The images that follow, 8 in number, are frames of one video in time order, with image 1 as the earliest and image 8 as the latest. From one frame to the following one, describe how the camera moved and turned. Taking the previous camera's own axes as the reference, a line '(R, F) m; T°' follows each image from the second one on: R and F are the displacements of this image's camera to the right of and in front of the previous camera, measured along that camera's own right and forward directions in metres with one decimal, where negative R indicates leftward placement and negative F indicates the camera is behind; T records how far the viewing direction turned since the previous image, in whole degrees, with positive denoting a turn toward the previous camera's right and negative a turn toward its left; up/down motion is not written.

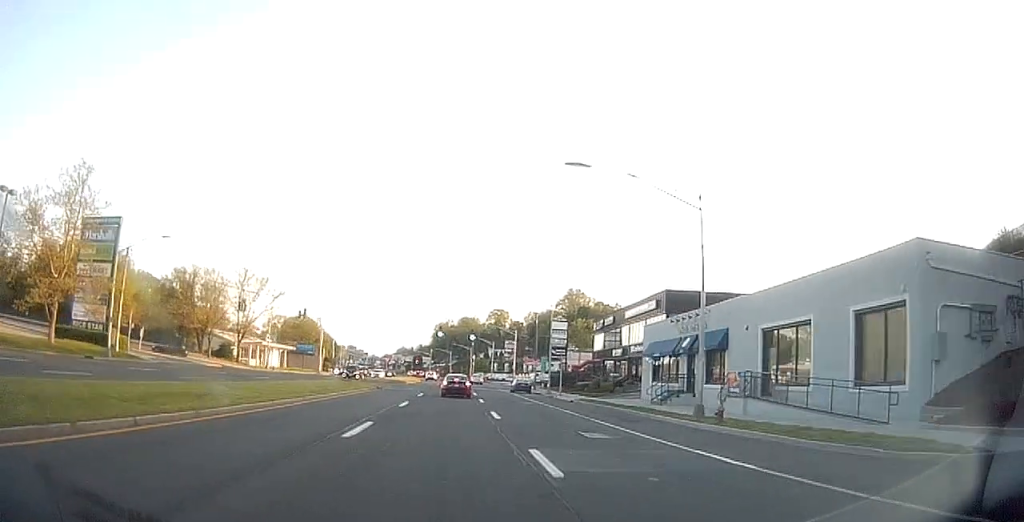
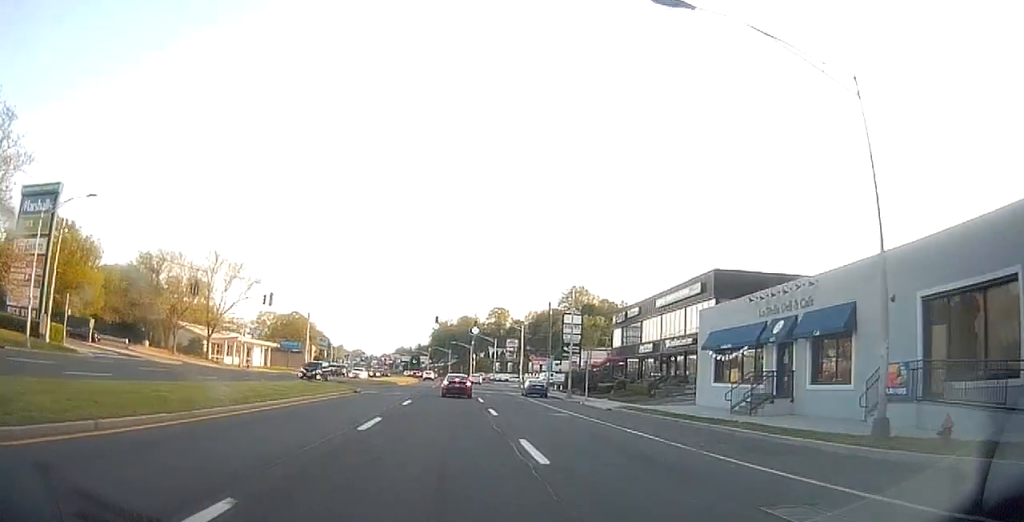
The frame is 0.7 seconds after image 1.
(0.0, +10.7) m; 0°
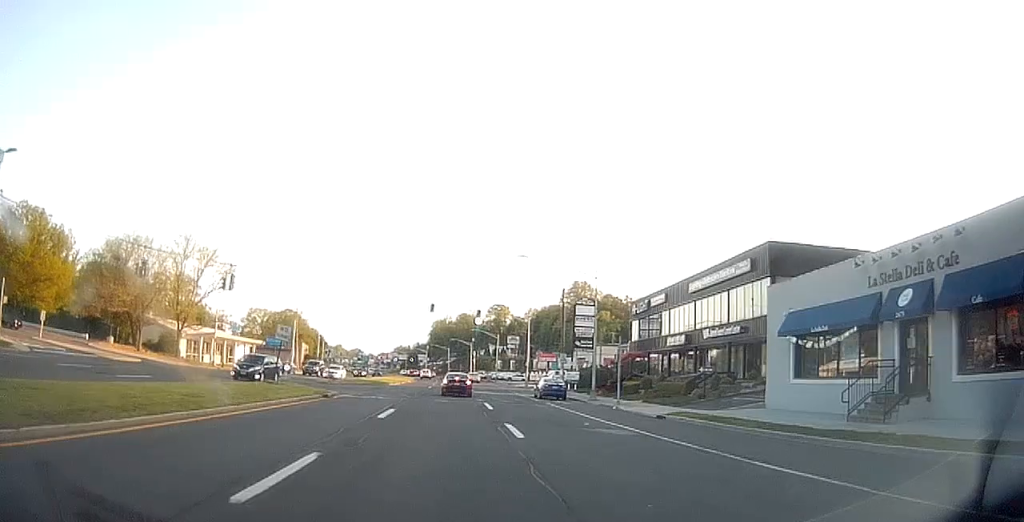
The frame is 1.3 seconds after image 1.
(0.0, +8.5) m; 0°
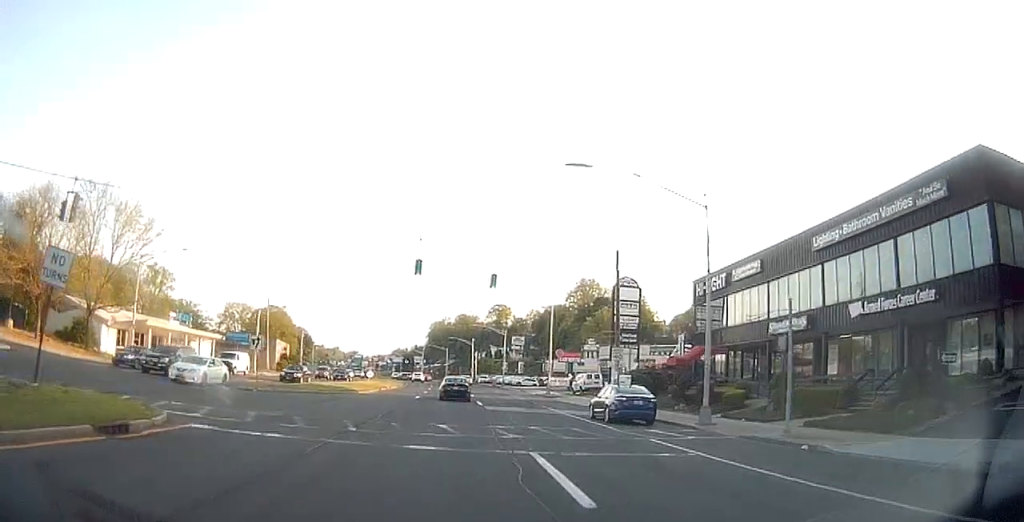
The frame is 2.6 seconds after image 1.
(+0.1, +18.2) m; 0°
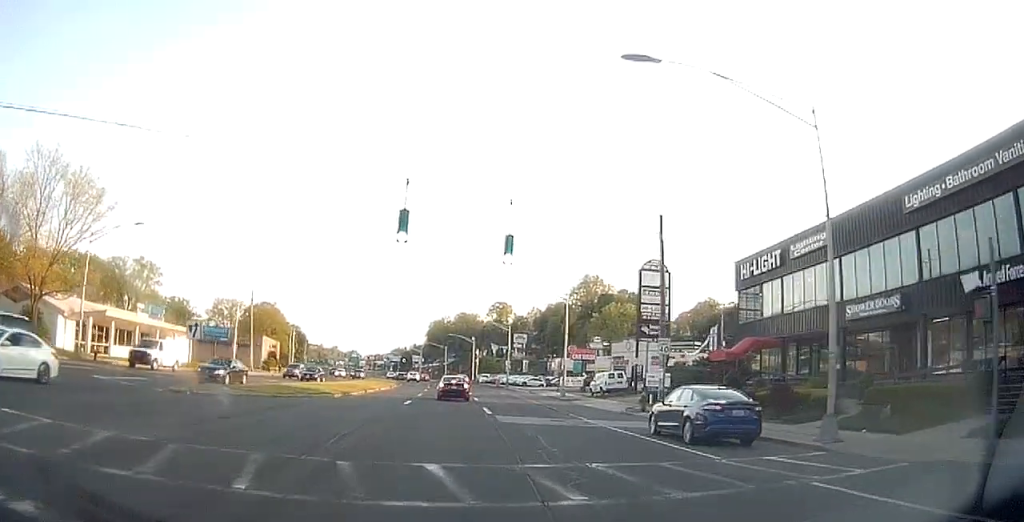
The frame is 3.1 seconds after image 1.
(0.0, +7.7) m; 0°
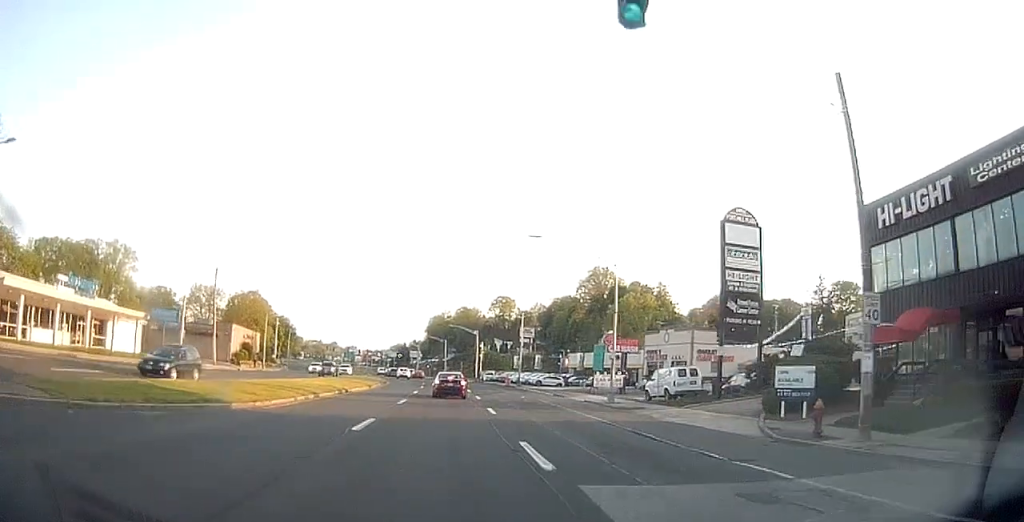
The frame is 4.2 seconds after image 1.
(-0.1, +14.4) m; 0°
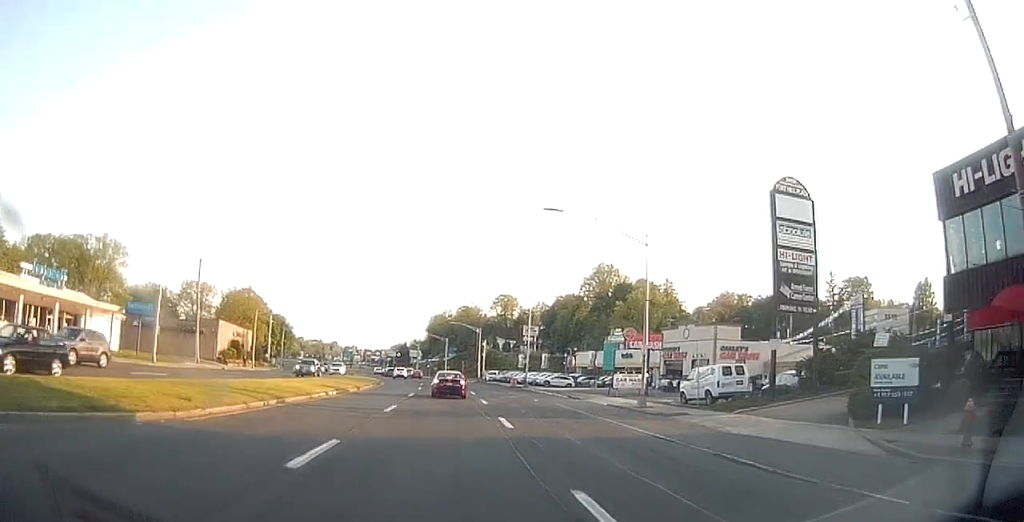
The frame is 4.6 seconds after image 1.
(0.0, +5.3) m; 0°
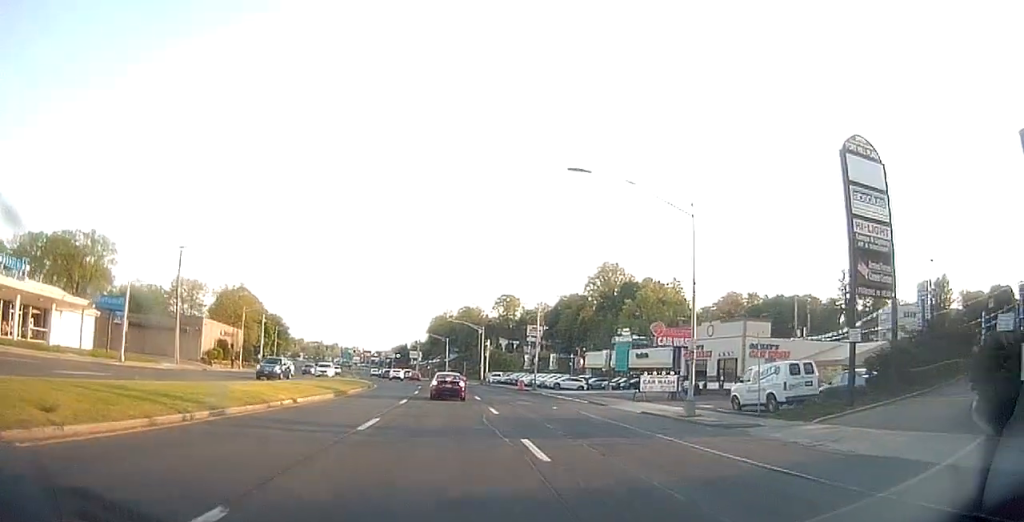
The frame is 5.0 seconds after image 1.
(0.0, +5.5) m; 0°
